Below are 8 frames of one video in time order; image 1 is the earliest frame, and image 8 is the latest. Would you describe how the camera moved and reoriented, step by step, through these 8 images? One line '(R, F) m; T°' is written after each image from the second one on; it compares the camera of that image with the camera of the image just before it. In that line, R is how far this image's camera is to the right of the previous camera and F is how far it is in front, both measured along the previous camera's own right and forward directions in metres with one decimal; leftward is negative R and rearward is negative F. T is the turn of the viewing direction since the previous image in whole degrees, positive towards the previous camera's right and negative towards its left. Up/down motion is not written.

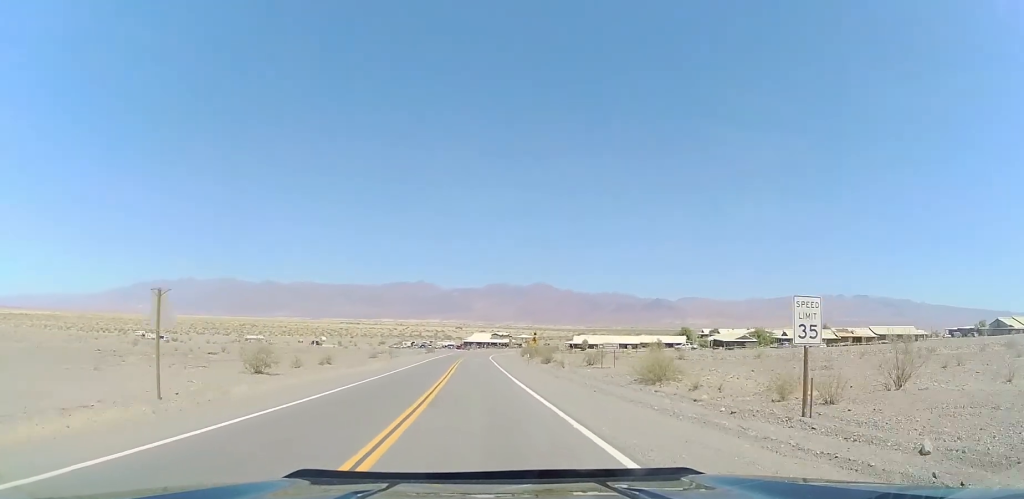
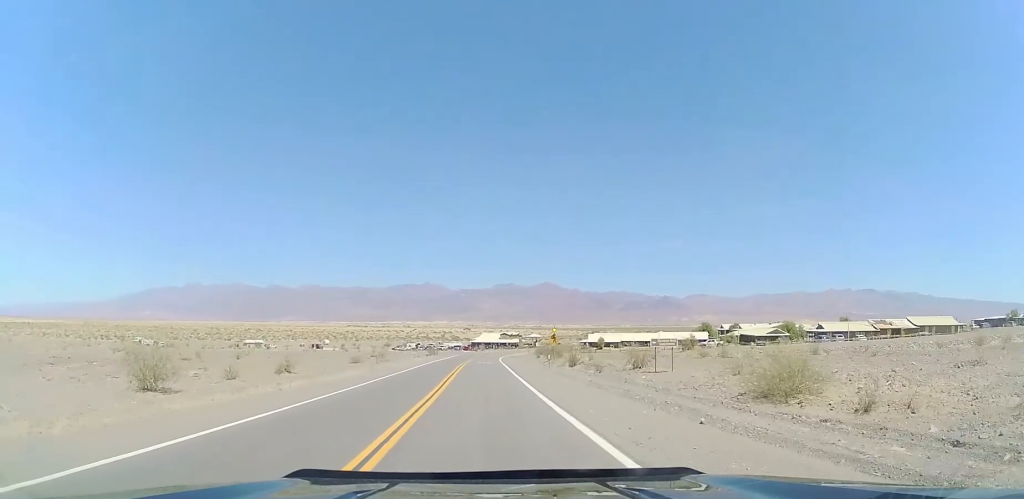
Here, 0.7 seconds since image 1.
(-0.1, +12.2) m; 0°
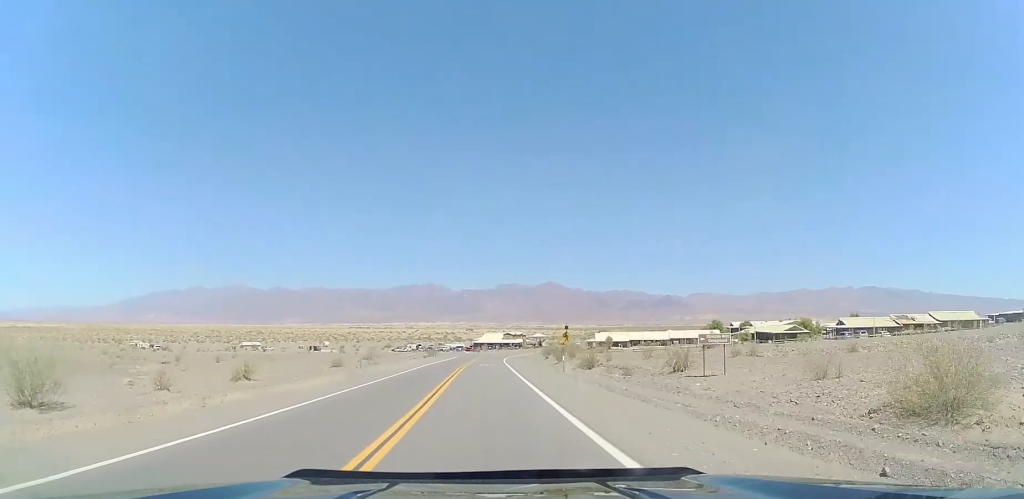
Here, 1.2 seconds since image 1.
(+0.1, +6.8) m; 0°
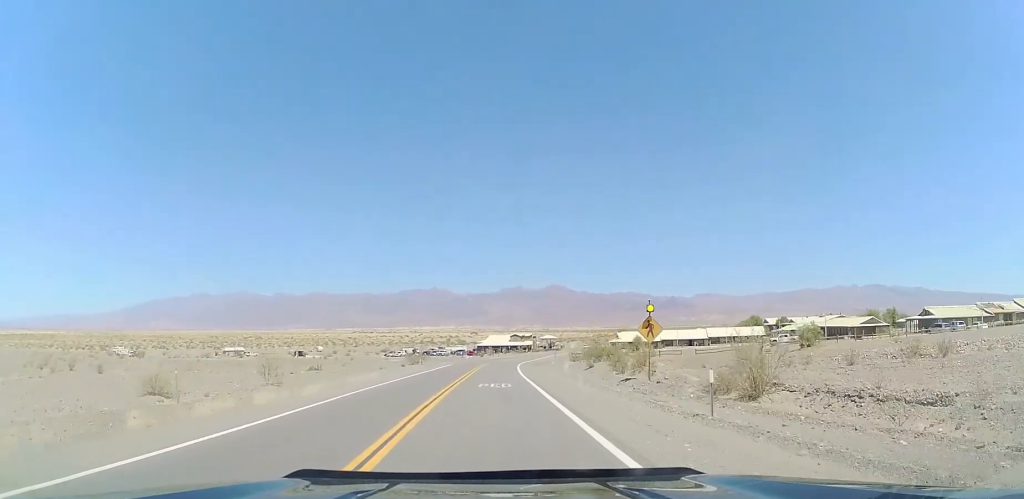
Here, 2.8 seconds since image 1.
(-0.4, +24.4) m; -3°
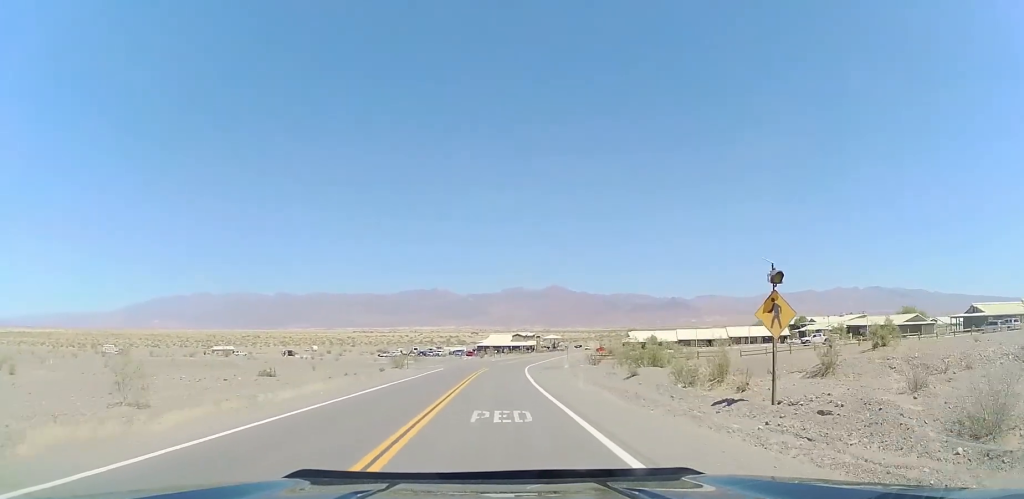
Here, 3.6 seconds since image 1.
(0.0, +11.8) m; -2°
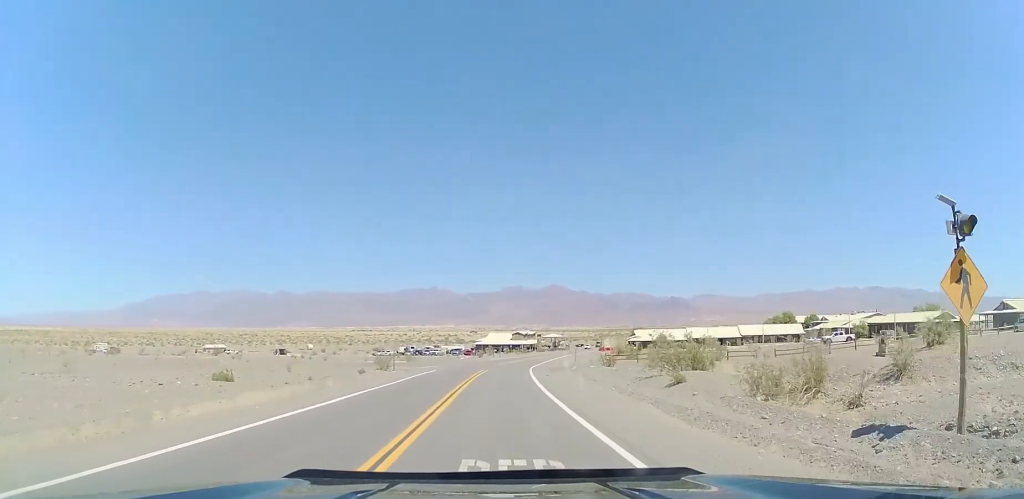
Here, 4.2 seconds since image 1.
(-0.2, +7.1) m; +1°
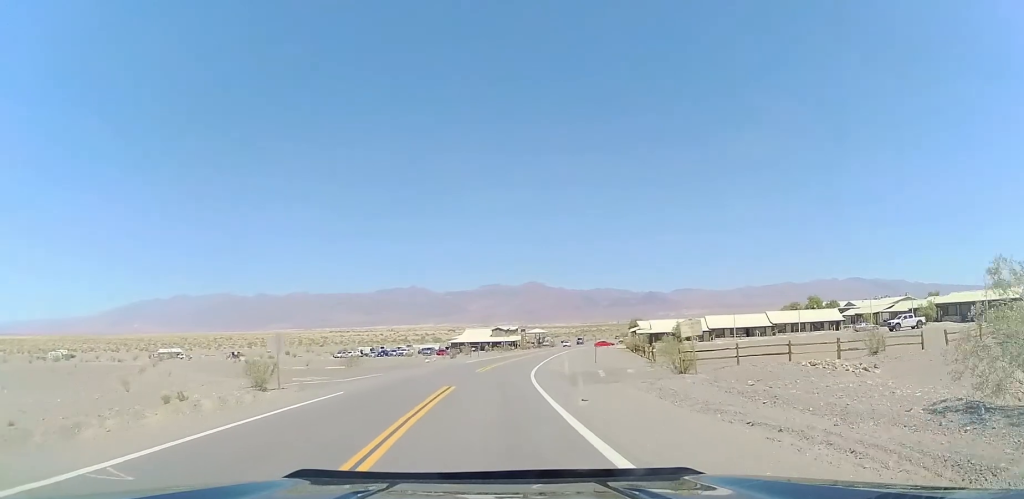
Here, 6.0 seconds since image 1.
(+0.9, +22.1) m; +3°
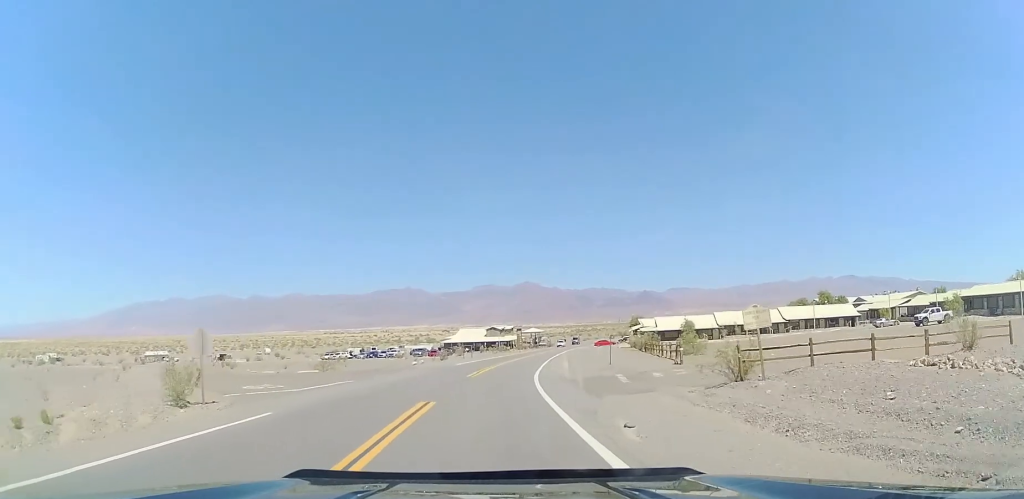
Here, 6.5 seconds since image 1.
(-0.2, +6.4) m; 0°
